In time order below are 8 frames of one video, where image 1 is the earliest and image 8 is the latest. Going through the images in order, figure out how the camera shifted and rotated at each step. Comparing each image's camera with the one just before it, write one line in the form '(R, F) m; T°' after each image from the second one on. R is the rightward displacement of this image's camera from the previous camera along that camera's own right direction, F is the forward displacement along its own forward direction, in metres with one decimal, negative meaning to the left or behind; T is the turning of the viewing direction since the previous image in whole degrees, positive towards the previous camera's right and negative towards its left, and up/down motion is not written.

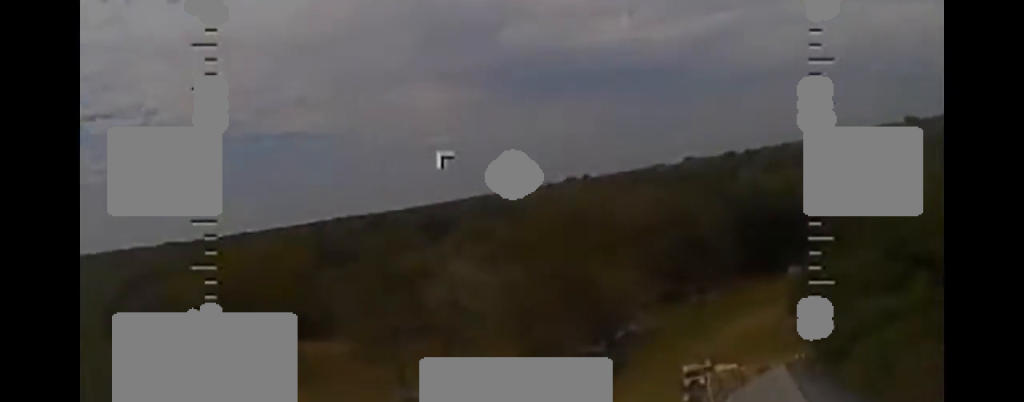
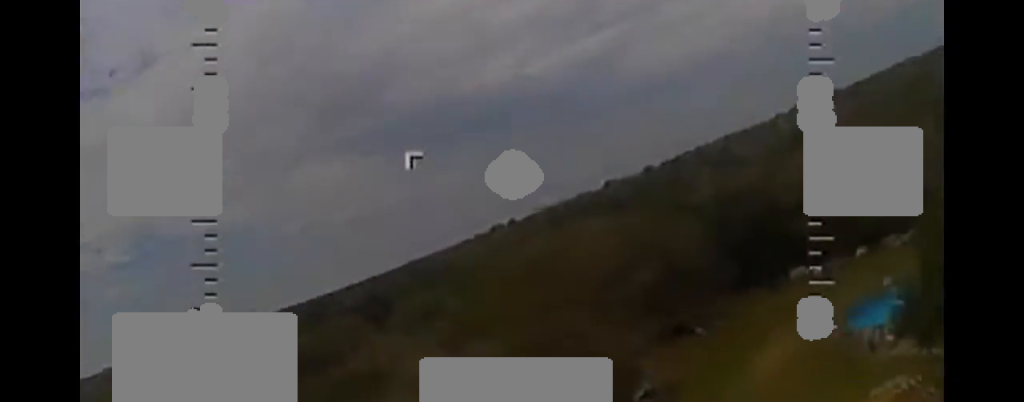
(-0.1, +12.2) m; +4°
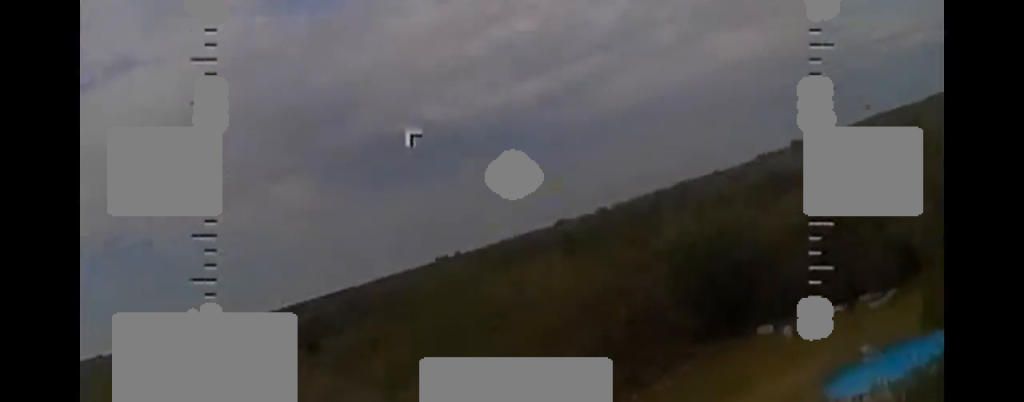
(-0.5, +5.1) m; +3°
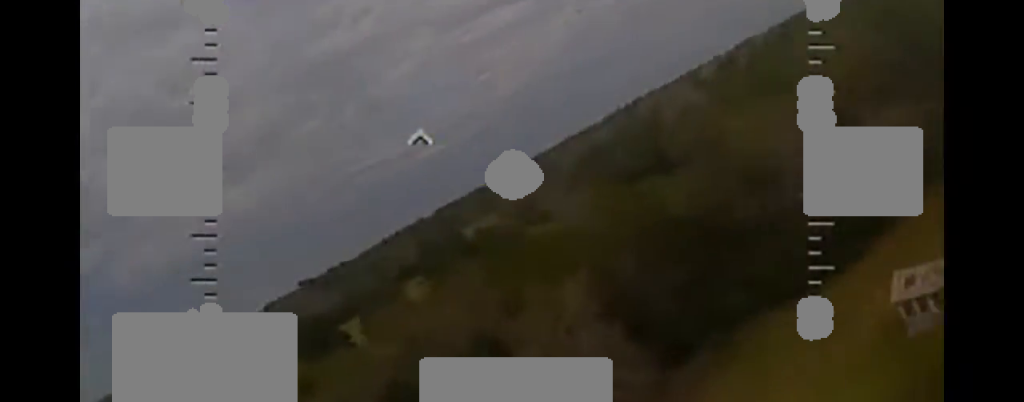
(+13.3, +21.4) m; +63°
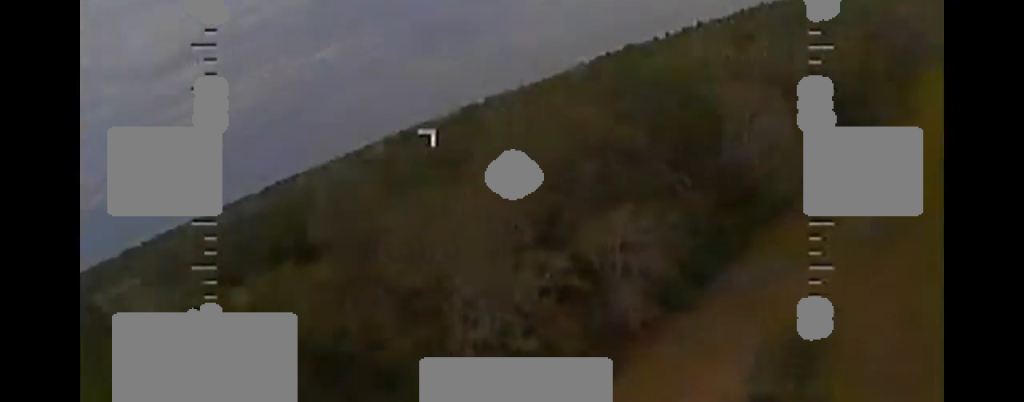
(+2.6, +15.2) m; +19°
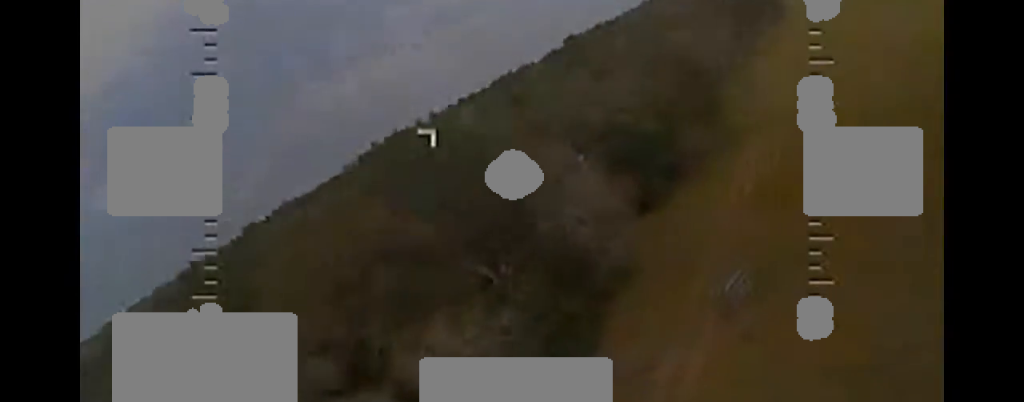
(-0.8, +7.0) m; +13°
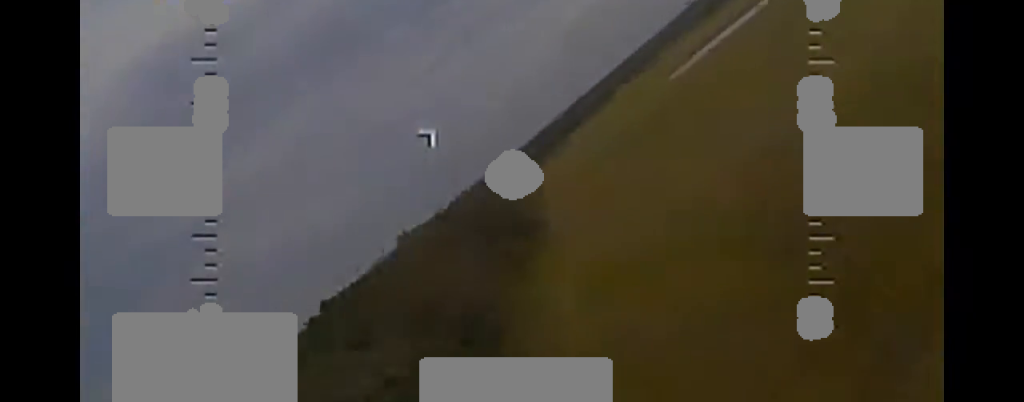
(+3.5, +11.1) m; +38°
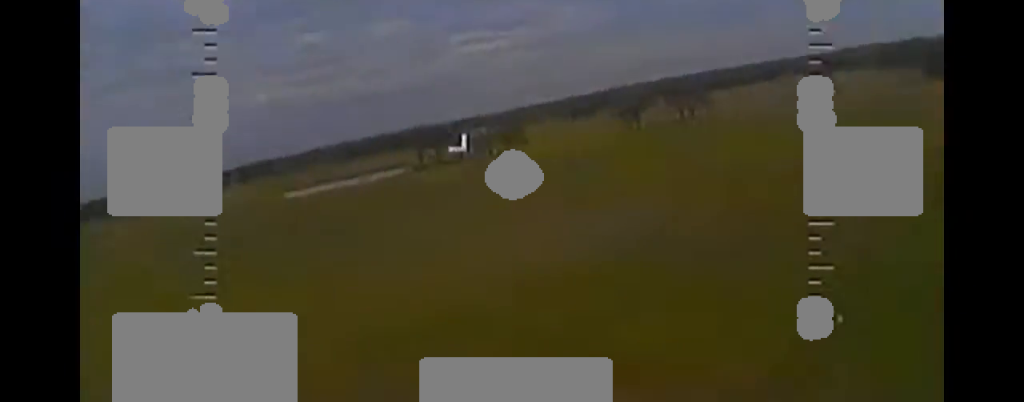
(+5.4, +14.9) m; +21°
